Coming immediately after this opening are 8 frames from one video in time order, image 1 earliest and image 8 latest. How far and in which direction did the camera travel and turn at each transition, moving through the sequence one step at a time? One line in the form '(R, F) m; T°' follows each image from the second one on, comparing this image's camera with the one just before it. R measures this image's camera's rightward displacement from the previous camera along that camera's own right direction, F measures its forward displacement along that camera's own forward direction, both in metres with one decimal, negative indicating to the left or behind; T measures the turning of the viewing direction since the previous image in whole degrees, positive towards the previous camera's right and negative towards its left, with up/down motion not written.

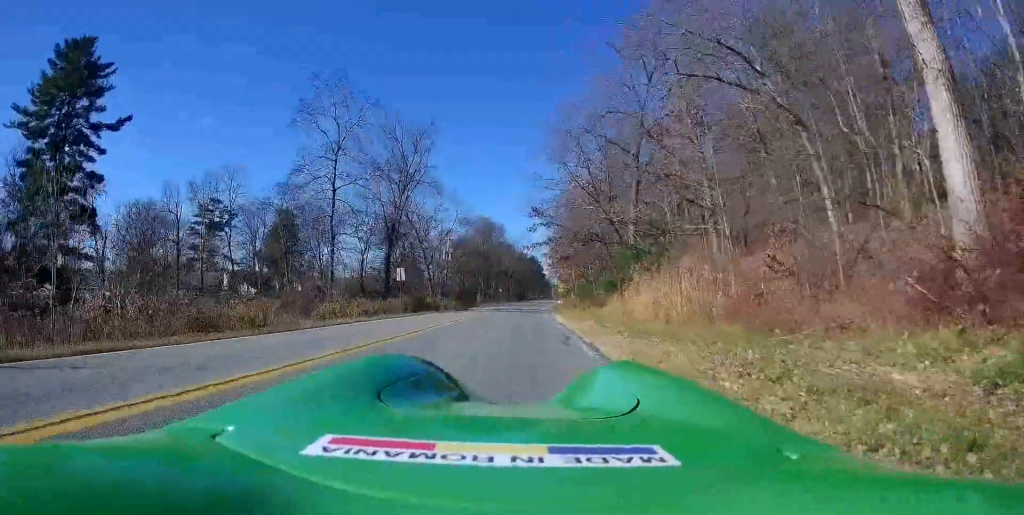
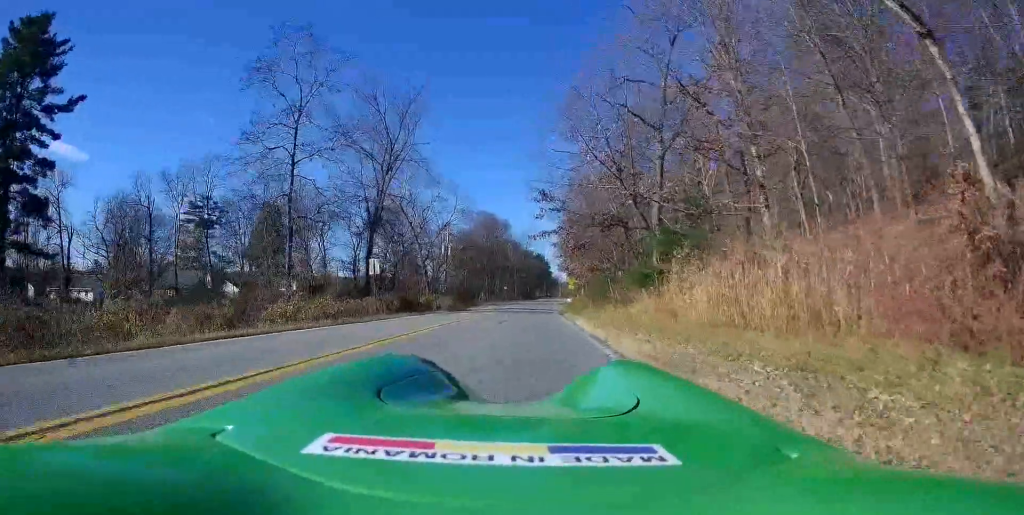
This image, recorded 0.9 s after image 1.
(-0.2, +8.0) m; -2°
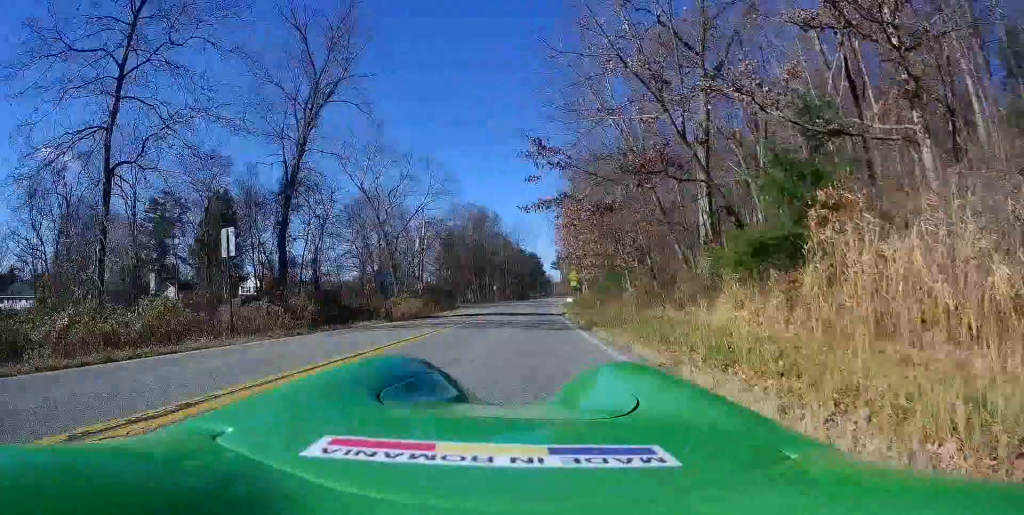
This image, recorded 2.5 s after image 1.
(-0.1, +14.4) m; 0°
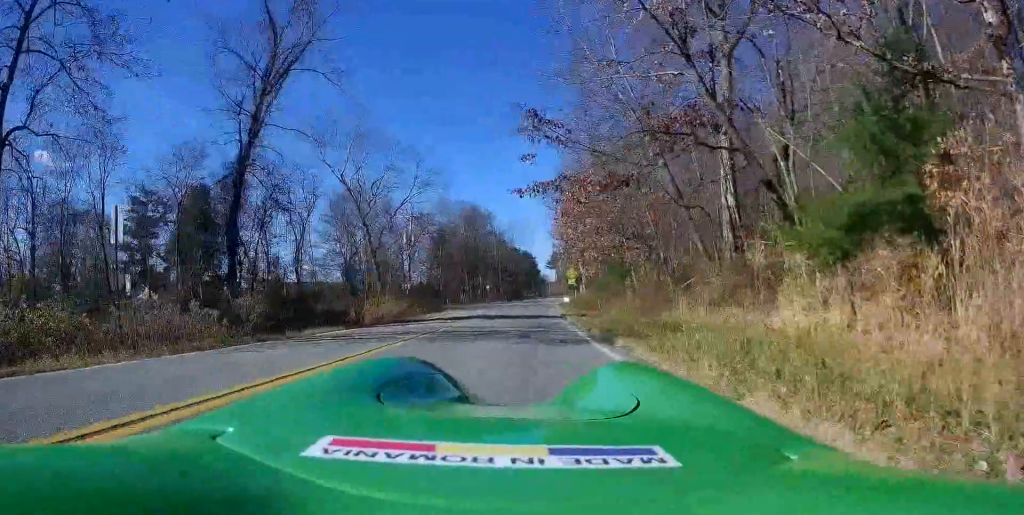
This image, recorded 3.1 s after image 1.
(0.0, +4.7) m; +1°
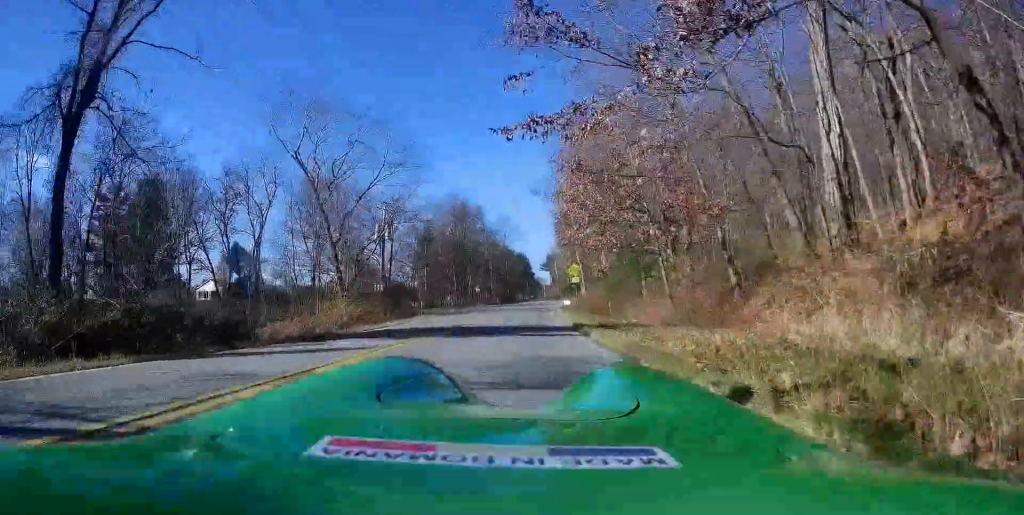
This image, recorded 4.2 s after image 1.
(+0.3, +10.0) m; +2°
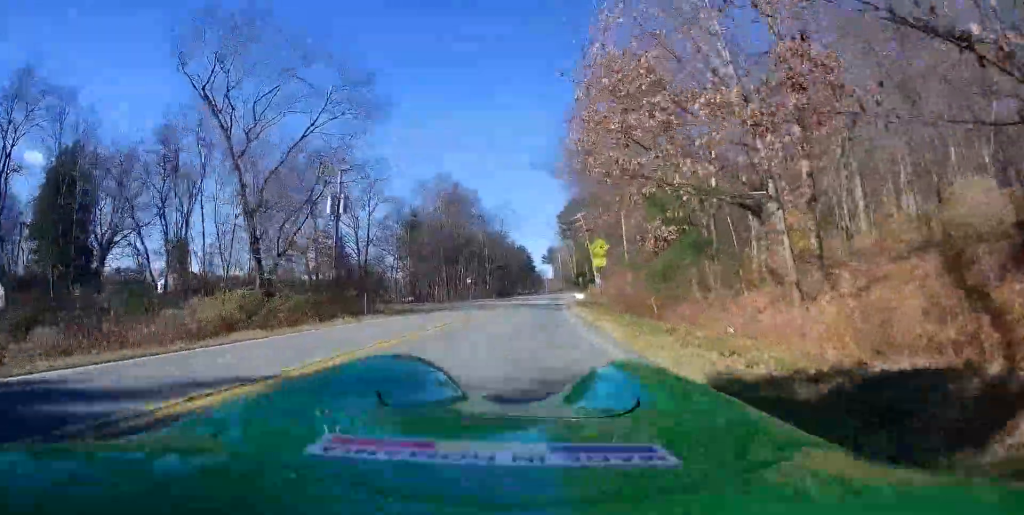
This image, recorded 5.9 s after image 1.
(0.0, +14.7) m; 0°
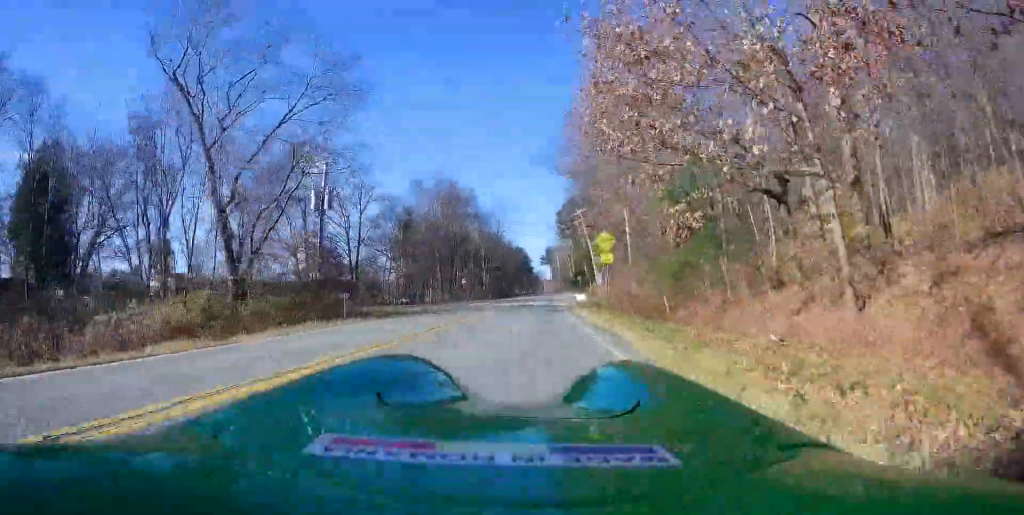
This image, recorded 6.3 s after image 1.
(0.0, +3.4) m; 0°
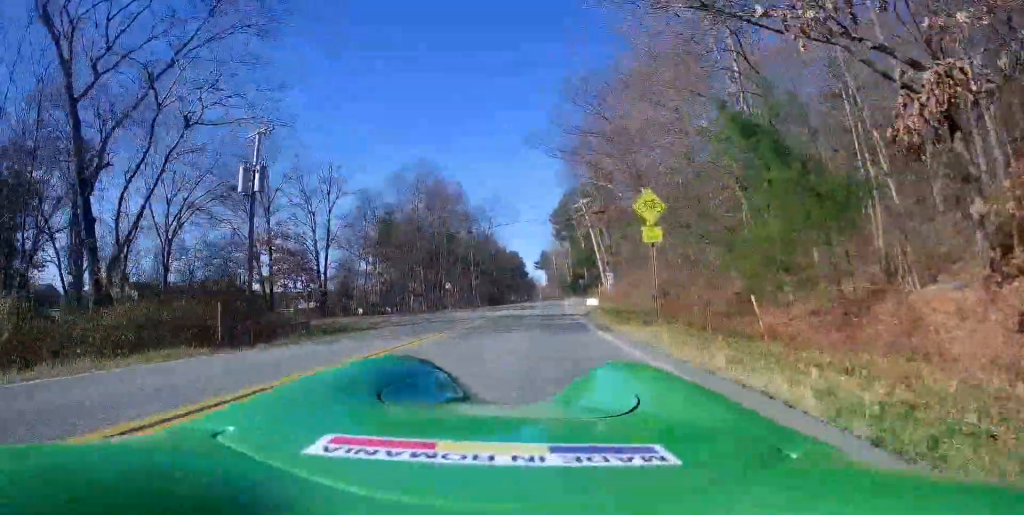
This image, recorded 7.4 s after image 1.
(0.0, +10.4) m; +1°
